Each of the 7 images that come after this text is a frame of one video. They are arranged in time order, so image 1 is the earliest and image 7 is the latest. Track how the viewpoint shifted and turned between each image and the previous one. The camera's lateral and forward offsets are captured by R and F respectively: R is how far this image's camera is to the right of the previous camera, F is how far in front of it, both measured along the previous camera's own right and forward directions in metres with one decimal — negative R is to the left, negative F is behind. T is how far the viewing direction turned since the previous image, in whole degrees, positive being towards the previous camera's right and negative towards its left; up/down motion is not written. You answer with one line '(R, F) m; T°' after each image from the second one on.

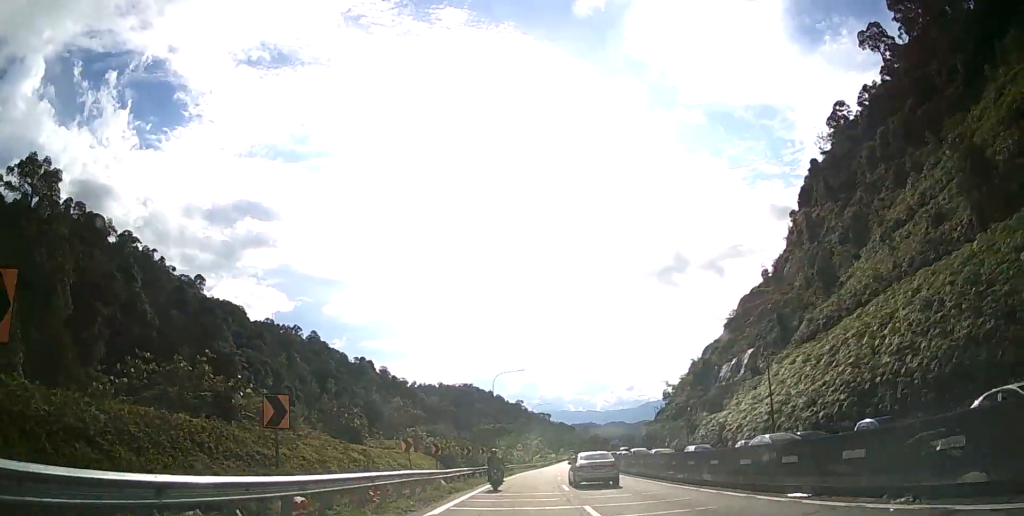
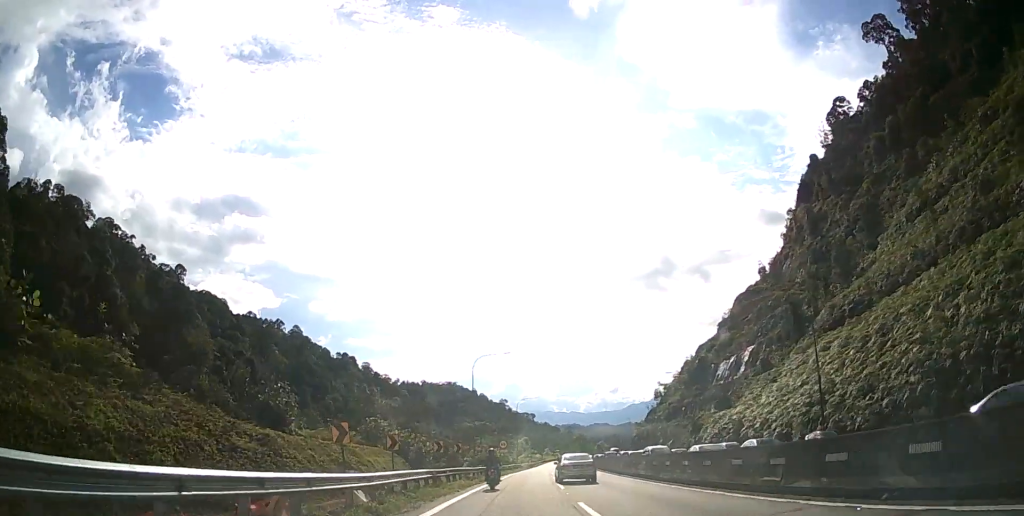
(+0.1, +11.0) m; +2°
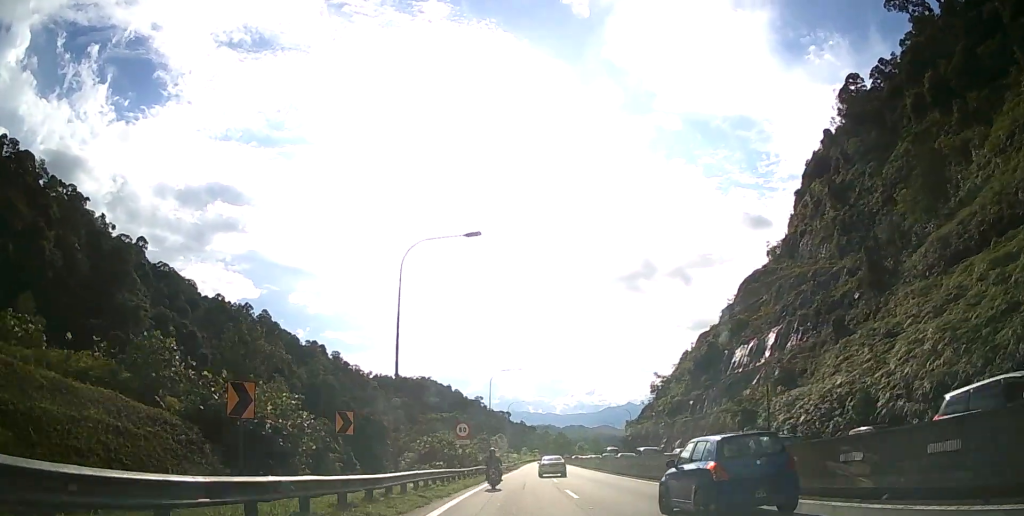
(+0.9, +29.1) m; +3°
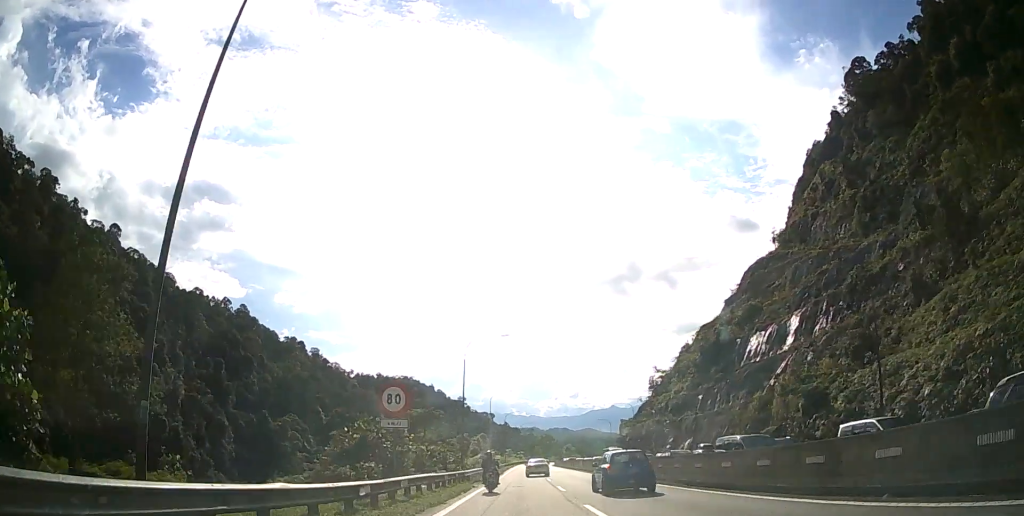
(+0.2, +18.4) m; +2°
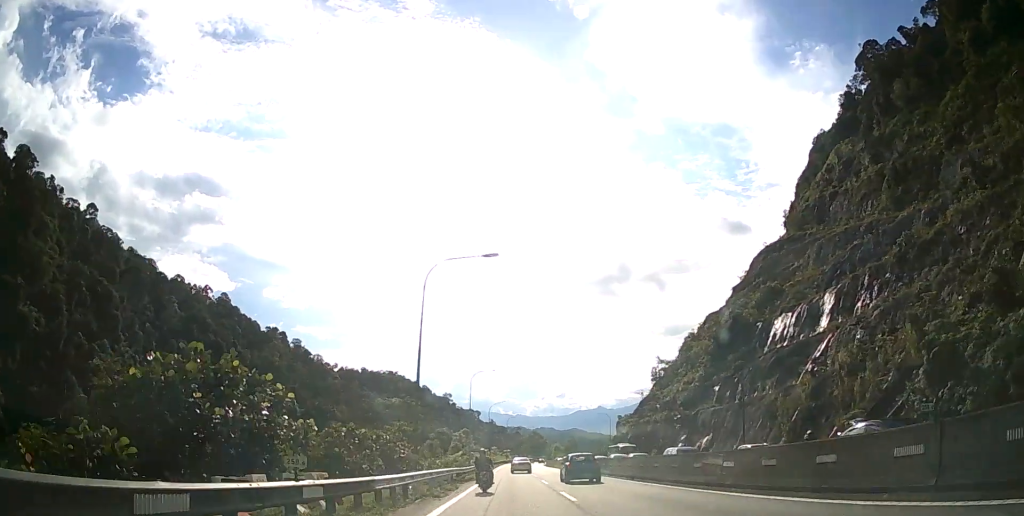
(+0.3, +18.0) m; +1°
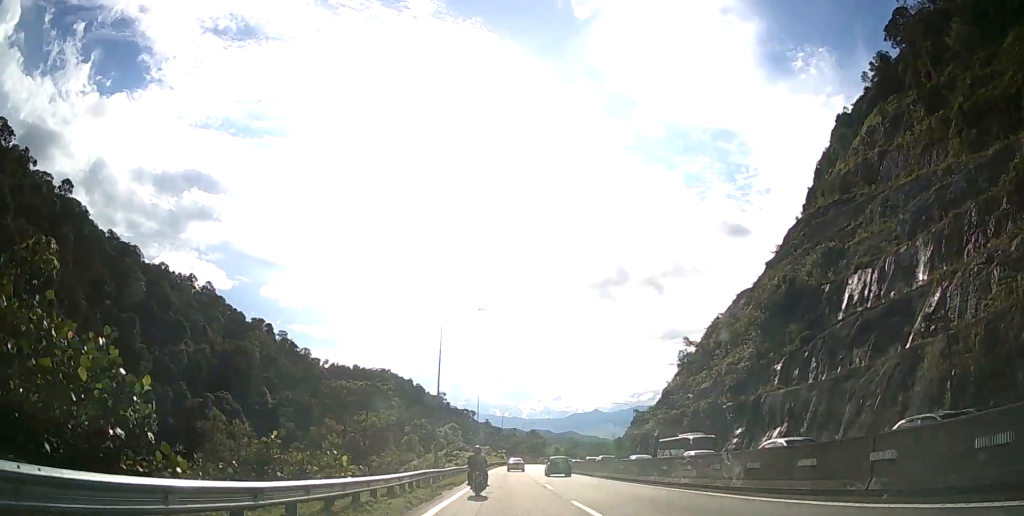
(+0.3, +28.0) m; +1°
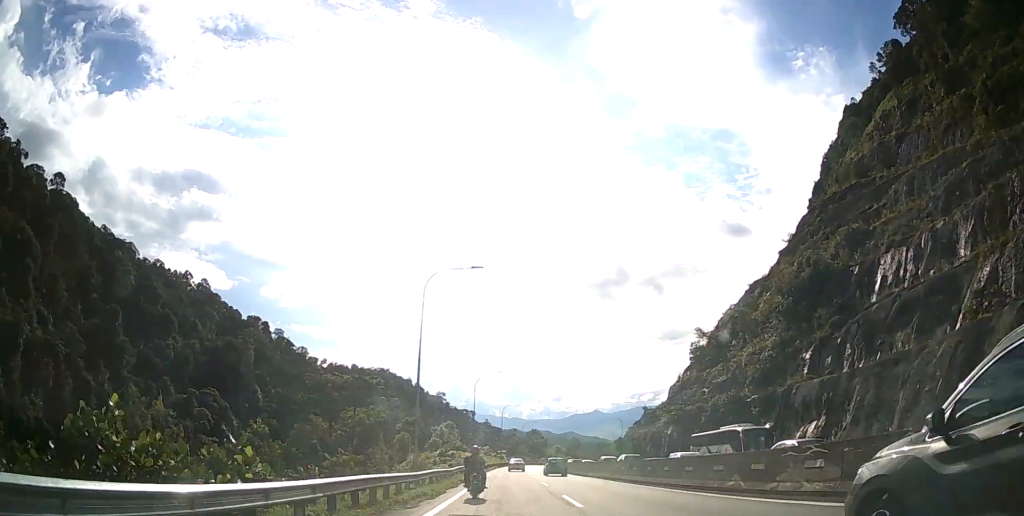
(0.0, +9.0) m; 0°
